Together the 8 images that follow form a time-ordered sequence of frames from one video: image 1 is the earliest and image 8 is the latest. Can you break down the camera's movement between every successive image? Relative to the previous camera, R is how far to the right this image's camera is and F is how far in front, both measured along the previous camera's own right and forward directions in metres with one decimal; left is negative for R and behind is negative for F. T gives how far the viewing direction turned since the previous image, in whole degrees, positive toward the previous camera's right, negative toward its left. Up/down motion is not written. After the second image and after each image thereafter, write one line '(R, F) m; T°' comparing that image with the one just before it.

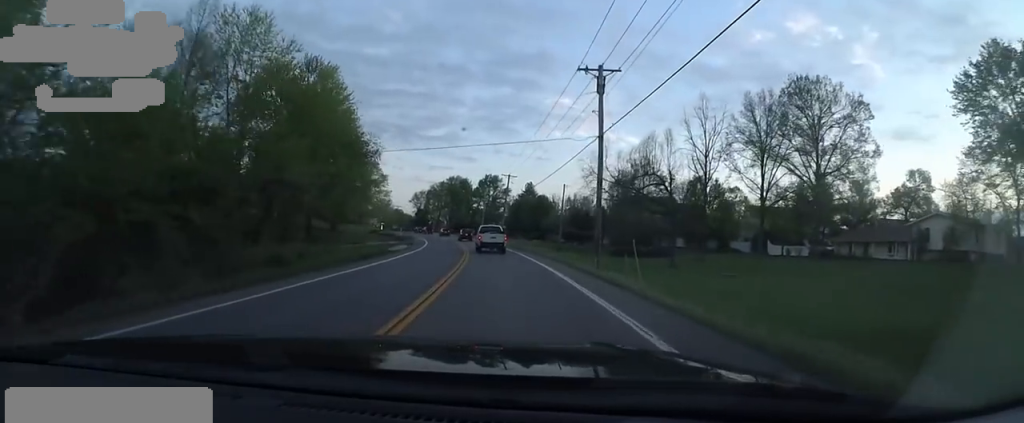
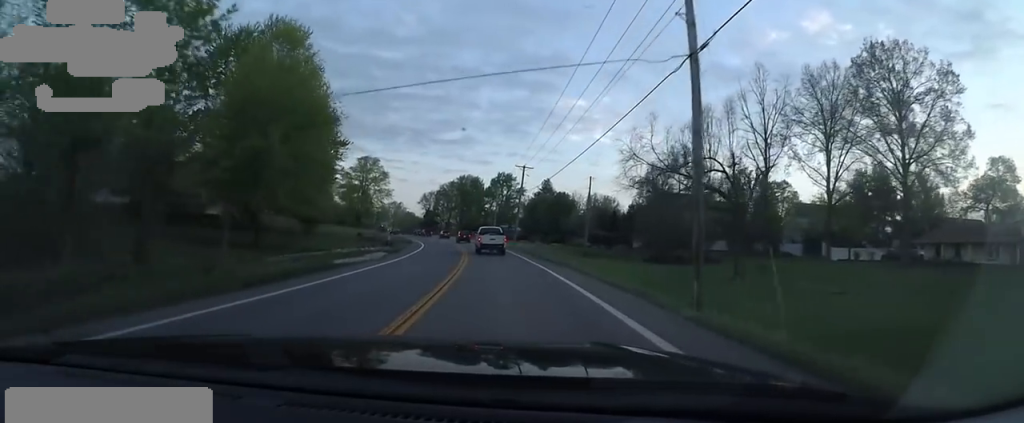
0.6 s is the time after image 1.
(-0.4, +11.7) m; -3°
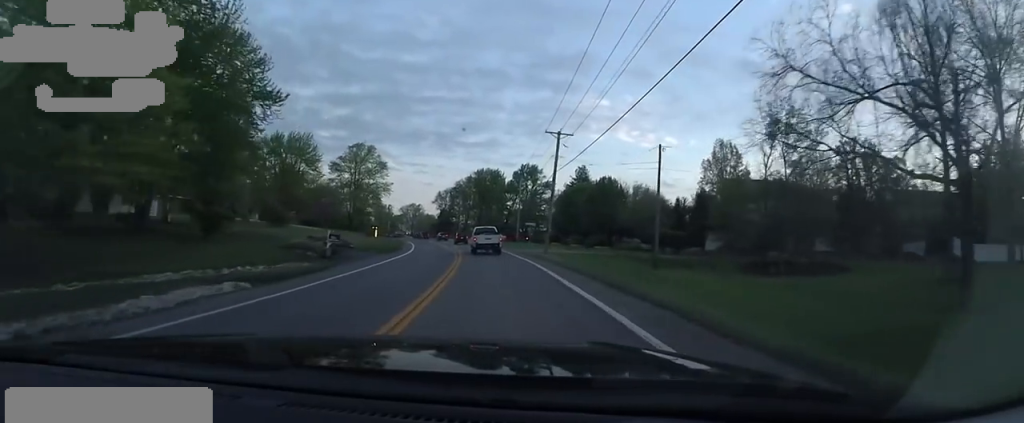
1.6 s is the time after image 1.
(-1.2, +20.0) m; -5°
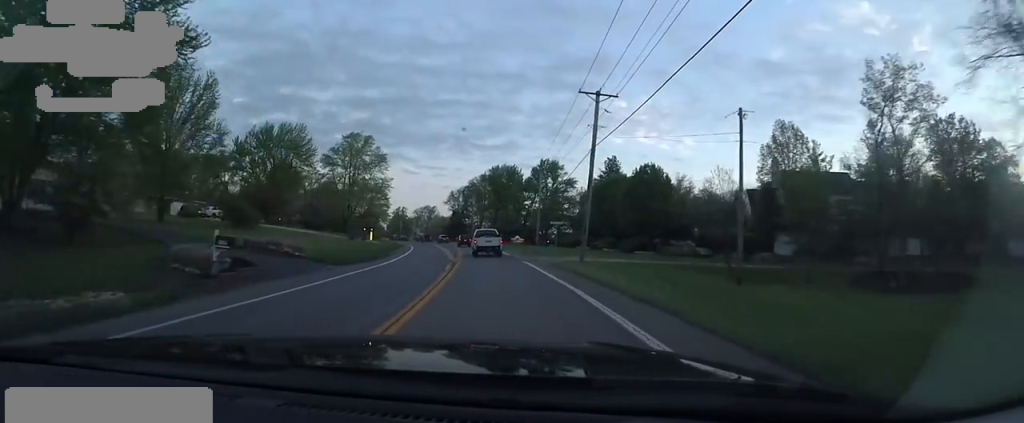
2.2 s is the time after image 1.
(-0.3, +11.6) m; -2°
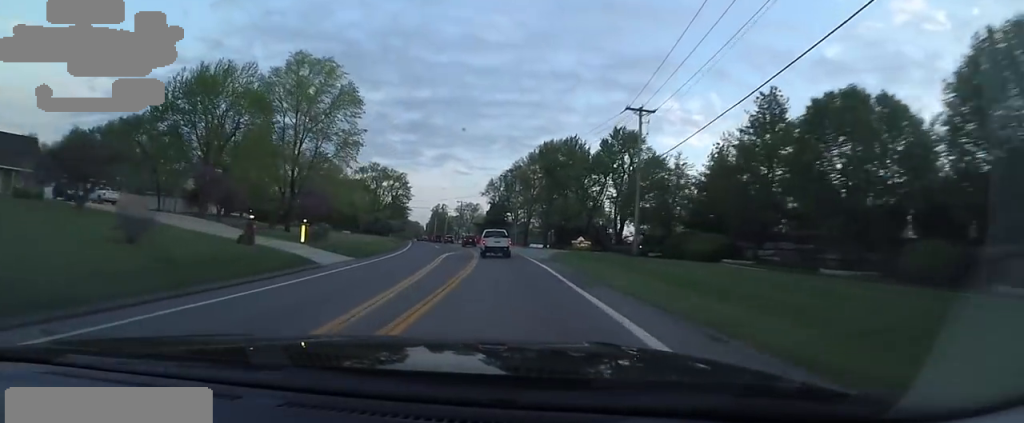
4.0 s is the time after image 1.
(-0.9, +33.1) m; -4°
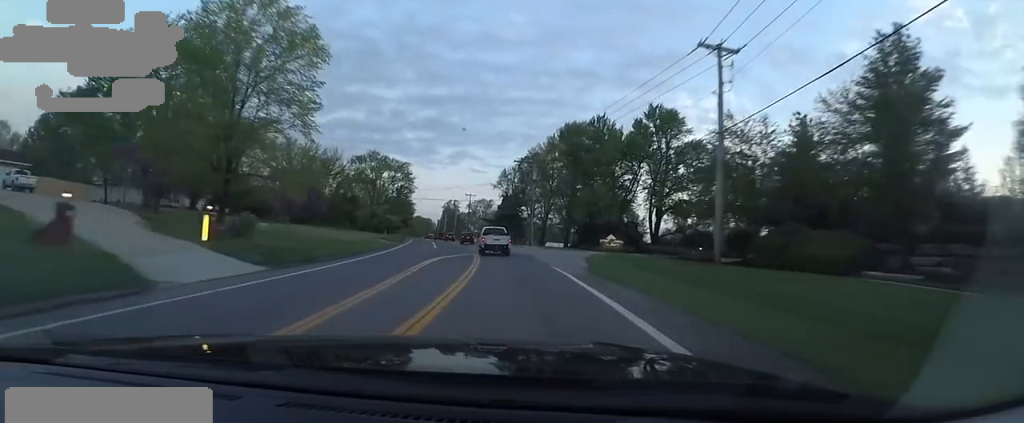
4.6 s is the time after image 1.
(-0.2, +12.1) m; -2°
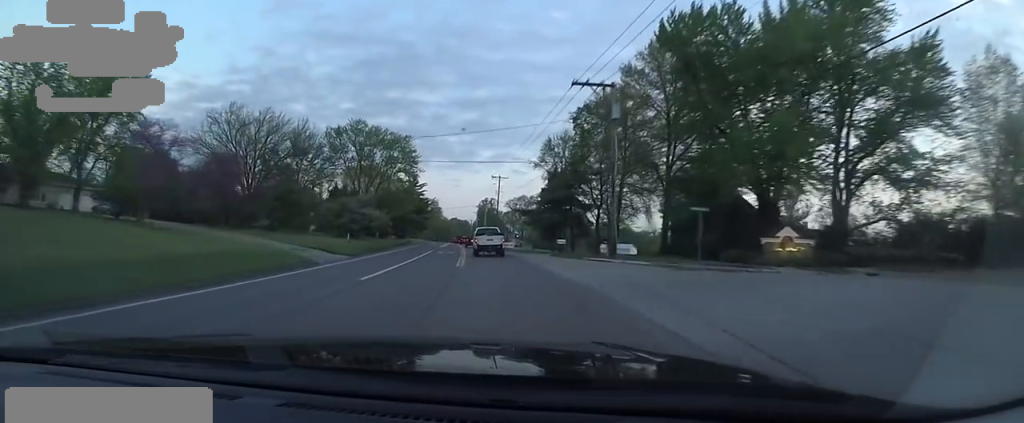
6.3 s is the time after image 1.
(-1.7, +31.7) m; -7°
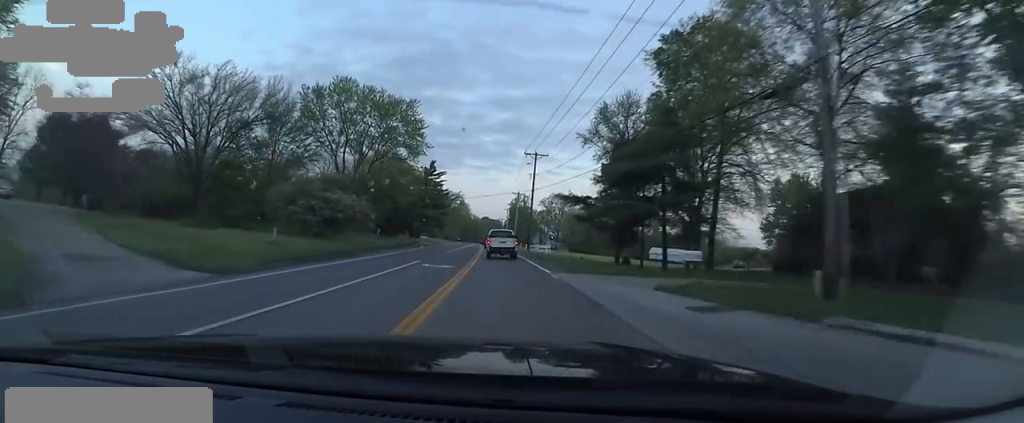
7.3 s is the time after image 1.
(-0.7, +18.9) m; 0°
